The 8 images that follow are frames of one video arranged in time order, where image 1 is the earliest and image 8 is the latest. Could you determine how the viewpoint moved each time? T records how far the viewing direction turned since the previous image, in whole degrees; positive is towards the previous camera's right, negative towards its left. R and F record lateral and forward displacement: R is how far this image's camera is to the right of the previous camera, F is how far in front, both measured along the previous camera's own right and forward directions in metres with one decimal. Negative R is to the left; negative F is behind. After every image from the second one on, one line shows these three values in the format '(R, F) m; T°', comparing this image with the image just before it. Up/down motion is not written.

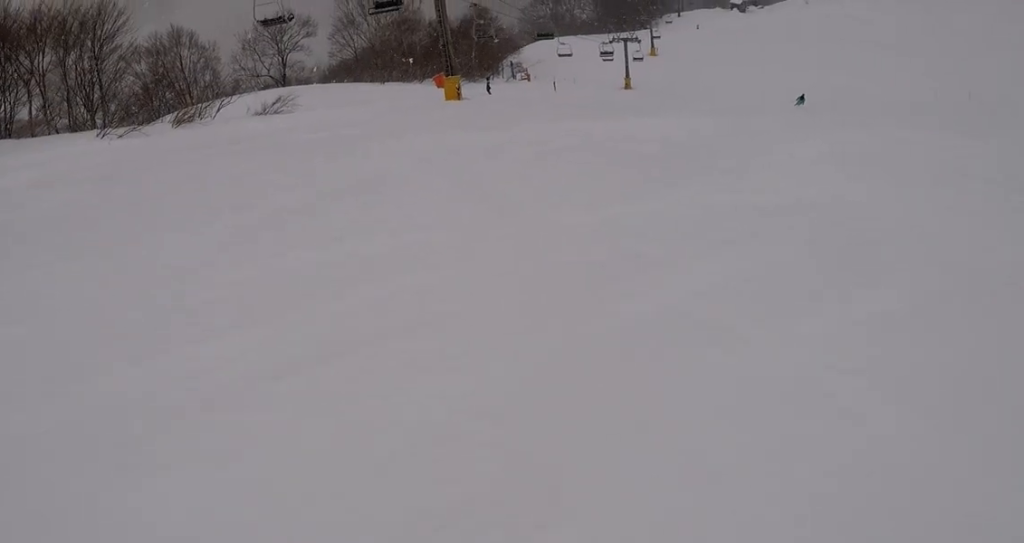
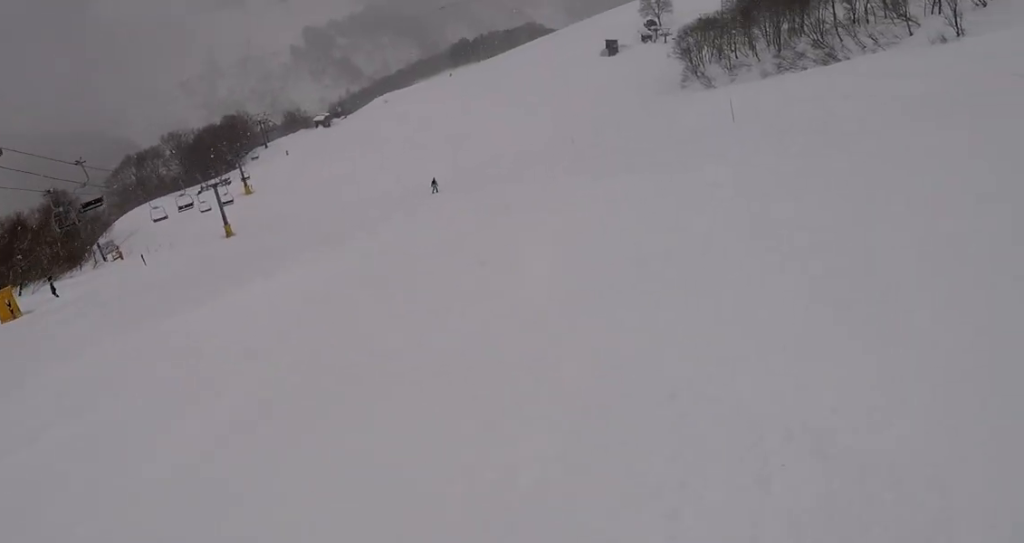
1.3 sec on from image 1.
(+1.9, +5.9) m; +36°
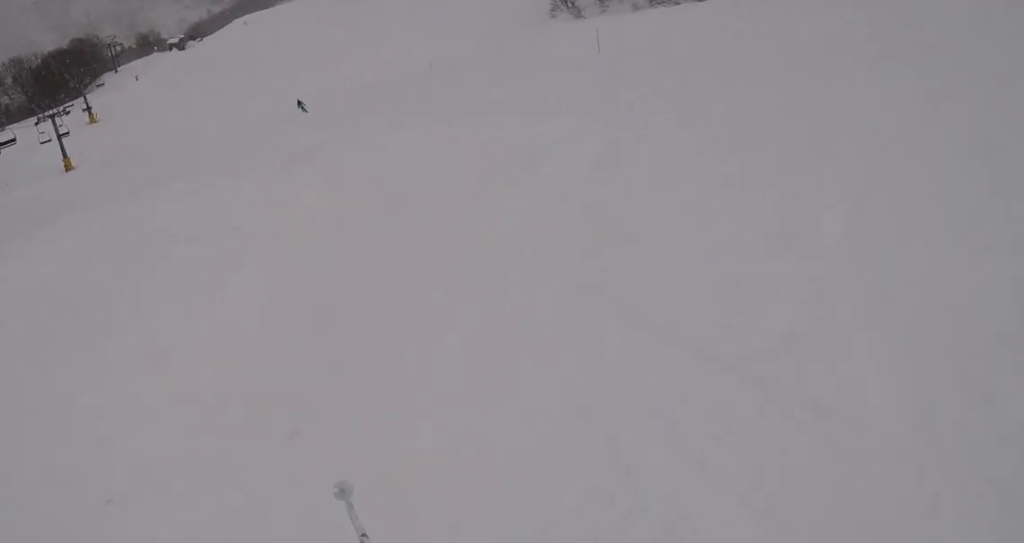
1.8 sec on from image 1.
(+0.8, +2.7) m; +4°
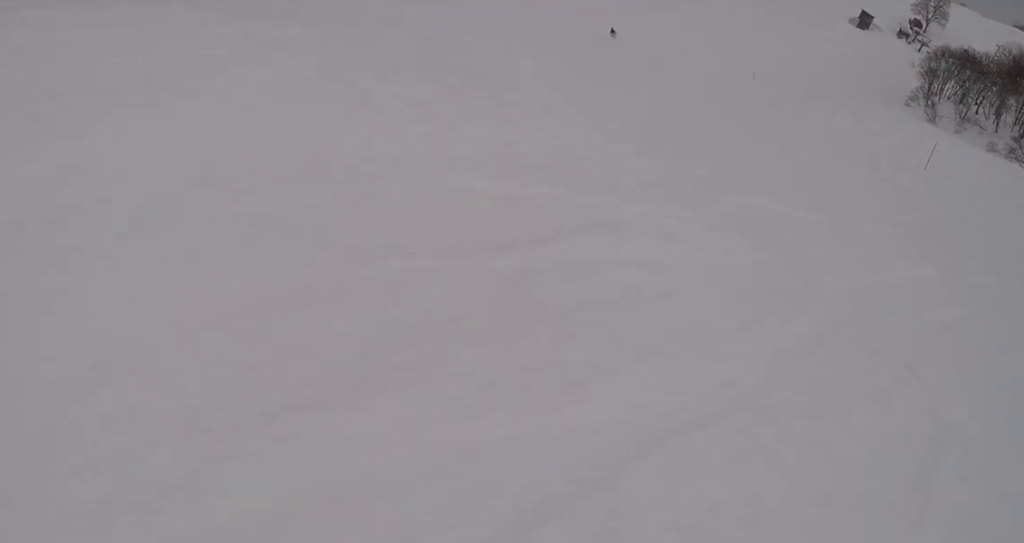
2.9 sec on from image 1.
(-0.2, +5.4) m; -15°
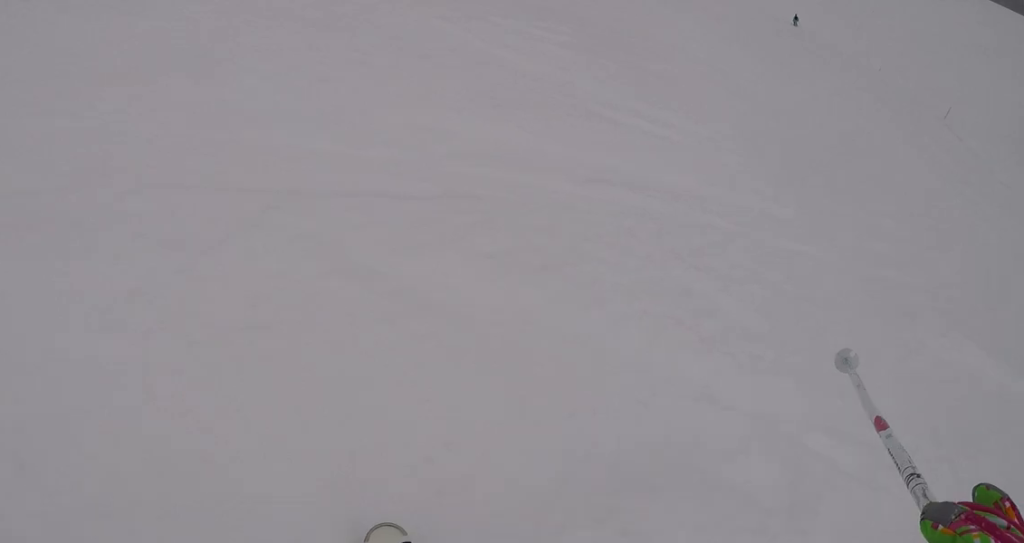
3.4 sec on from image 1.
(-0.3, +2.6) m; -9°
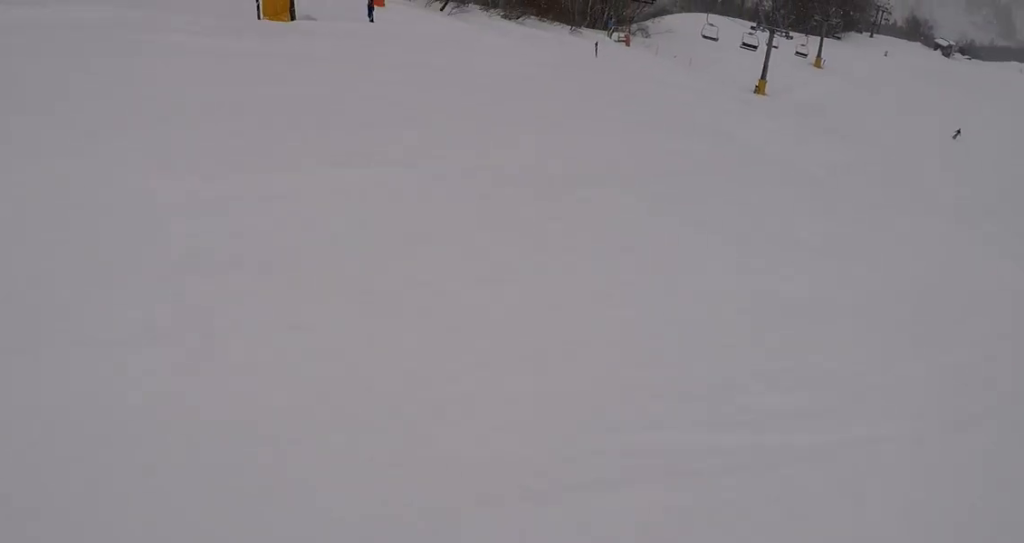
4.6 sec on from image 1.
(-1.3, +6.9) m; -10°
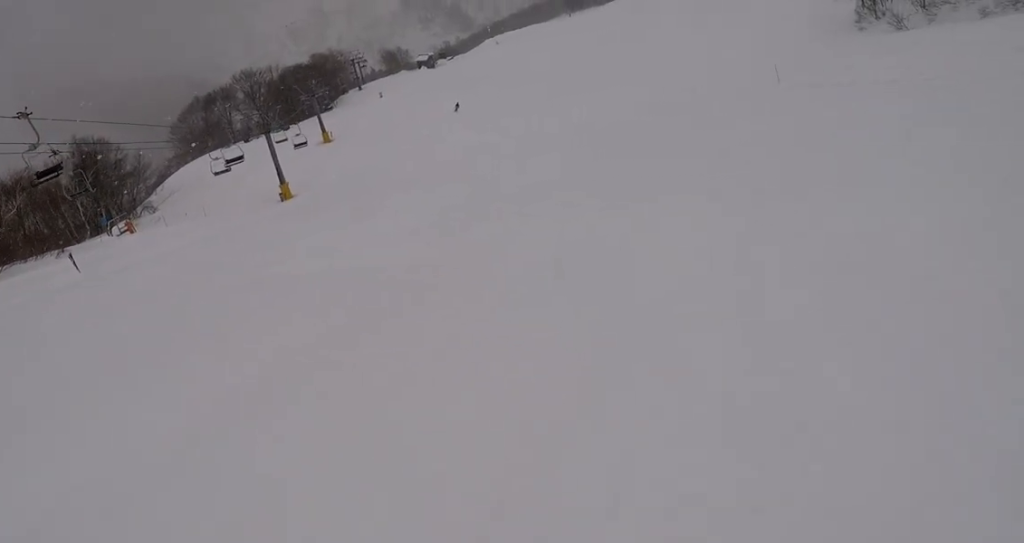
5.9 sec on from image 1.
(+0.5, +8.2) m; +20°
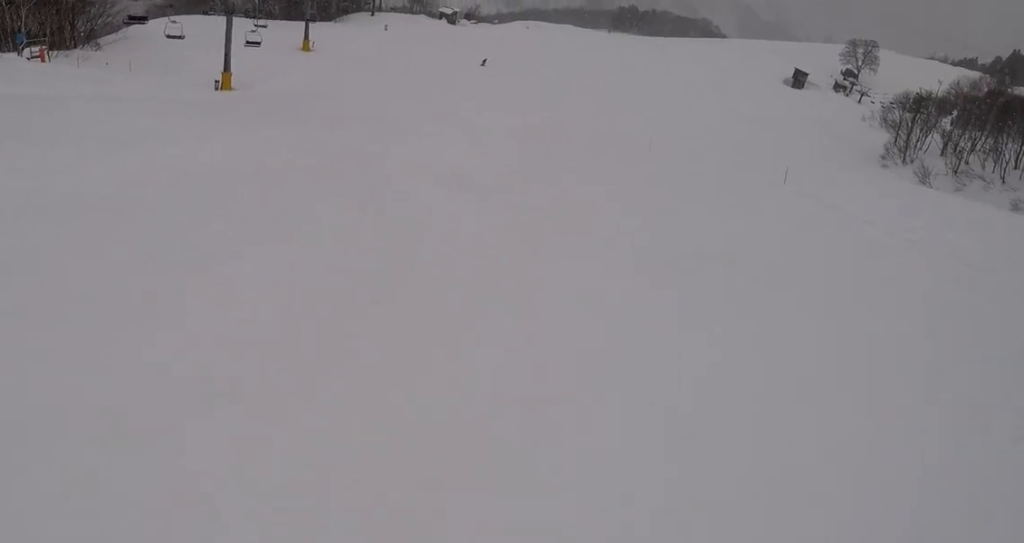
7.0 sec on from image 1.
(+2.0, +7.4) m; +4°
